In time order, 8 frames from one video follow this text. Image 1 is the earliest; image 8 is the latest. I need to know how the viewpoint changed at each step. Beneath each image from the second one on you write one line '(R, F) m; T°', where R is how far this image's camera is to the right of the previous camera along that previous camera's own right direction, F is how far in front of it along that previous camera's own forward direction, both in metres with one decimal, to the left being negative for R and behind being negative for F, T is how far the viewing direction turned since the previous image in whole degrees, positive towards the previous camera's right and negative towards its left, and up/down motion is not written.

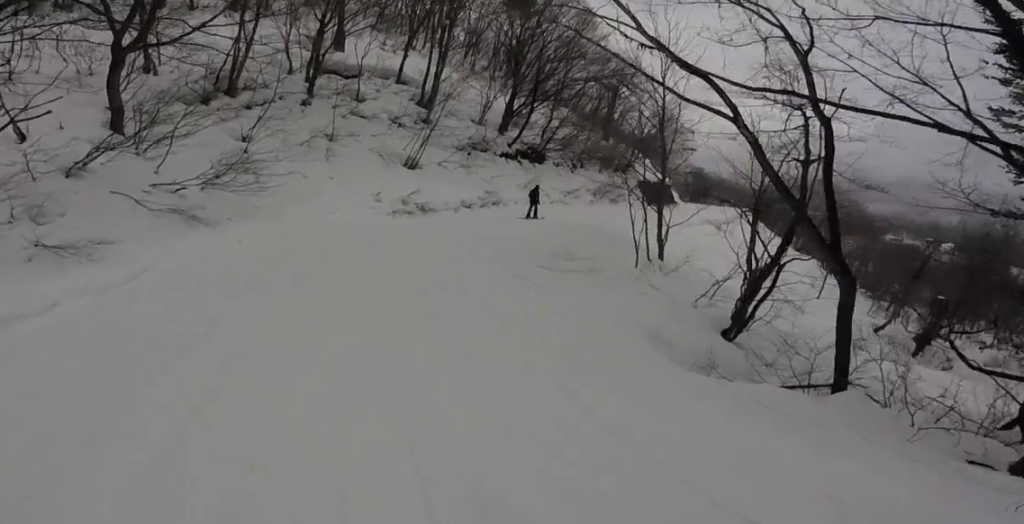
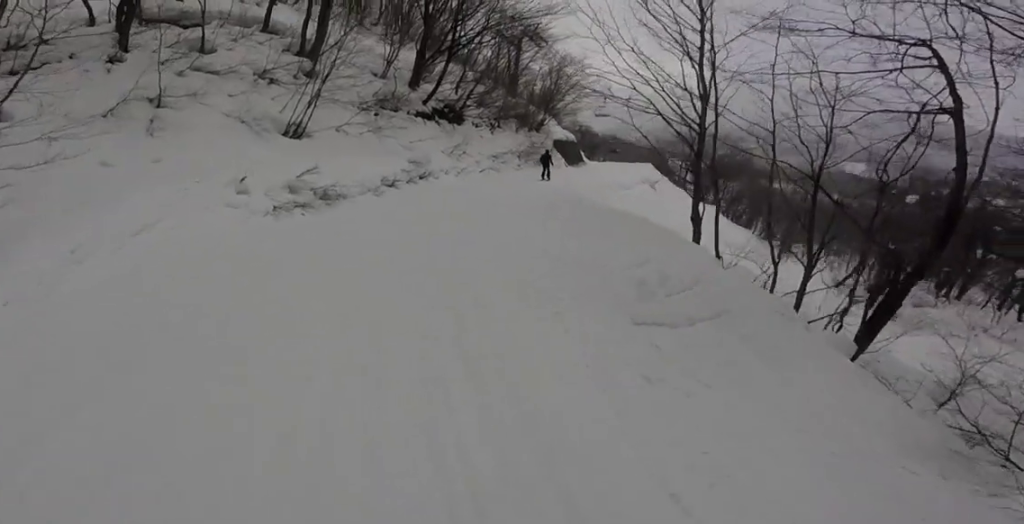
(+0.1, +8.5) m; +5°
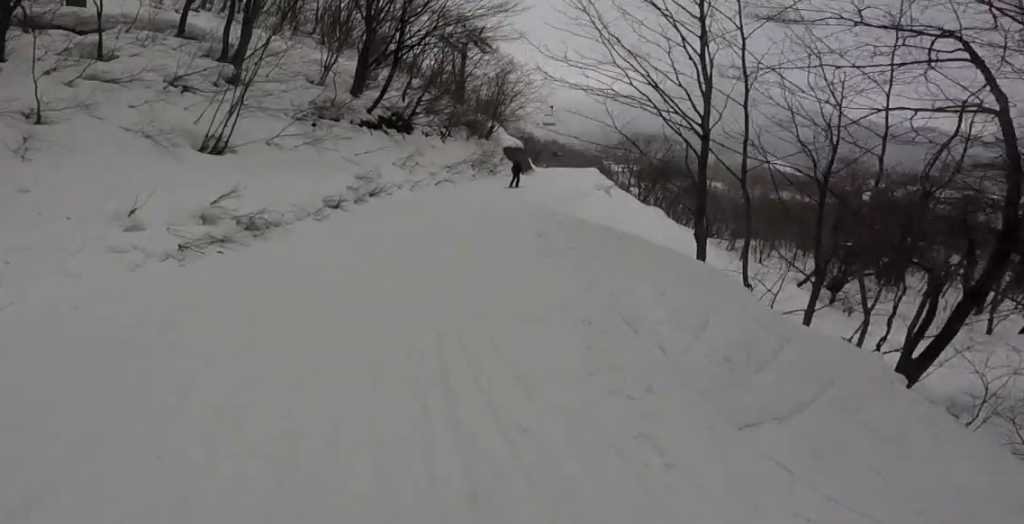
(-0.1, +2.8) m; +5°
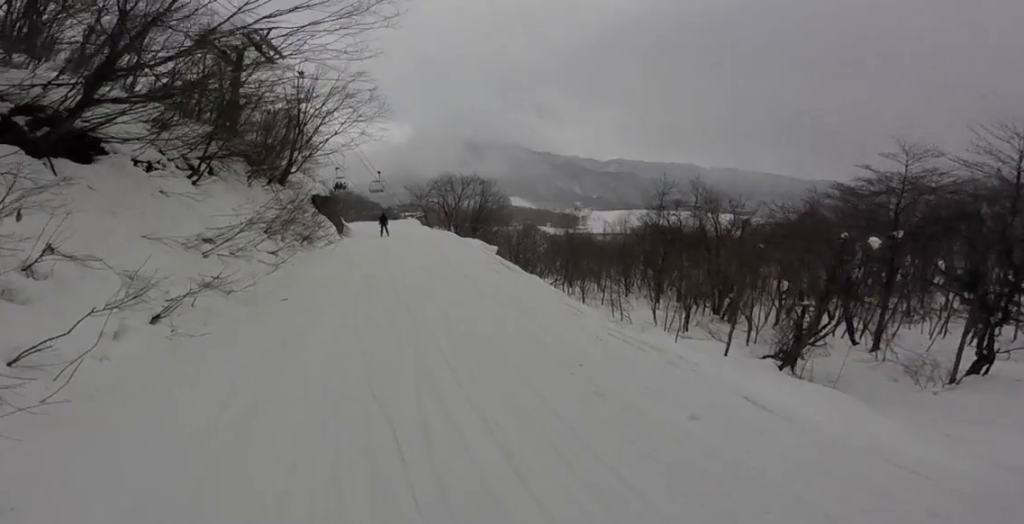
(+2.5, +18.9) m; +14°
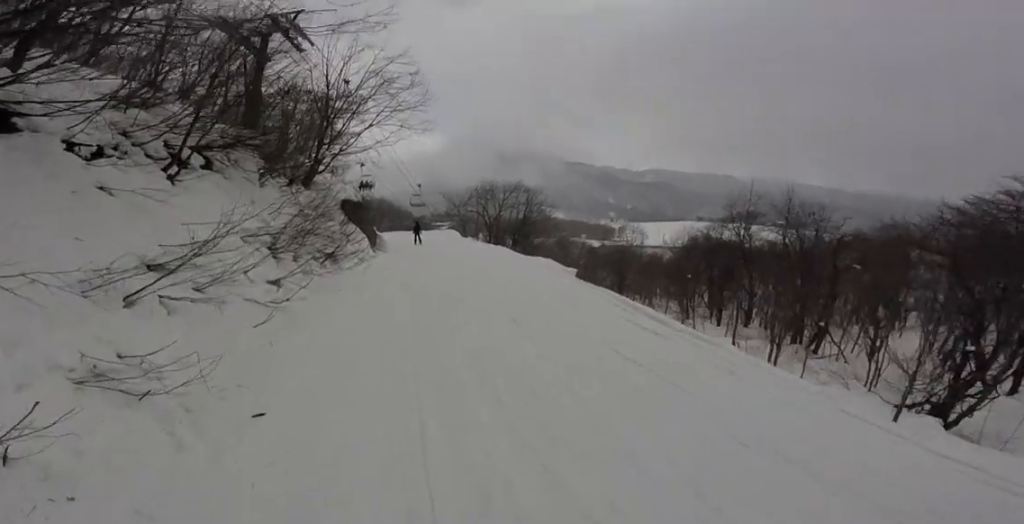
(+0.1, +6.1) m; 0°
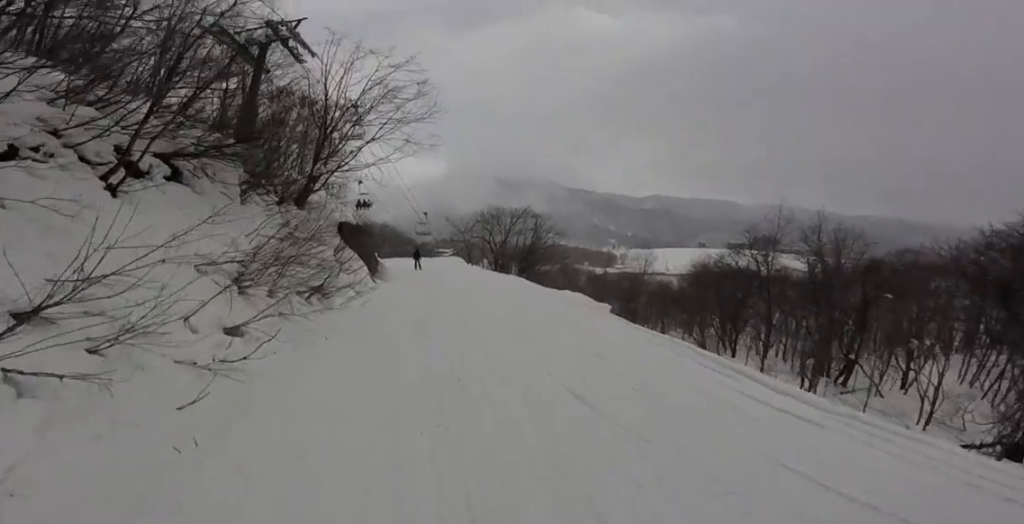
(-0.1, +3.1) m; -1°
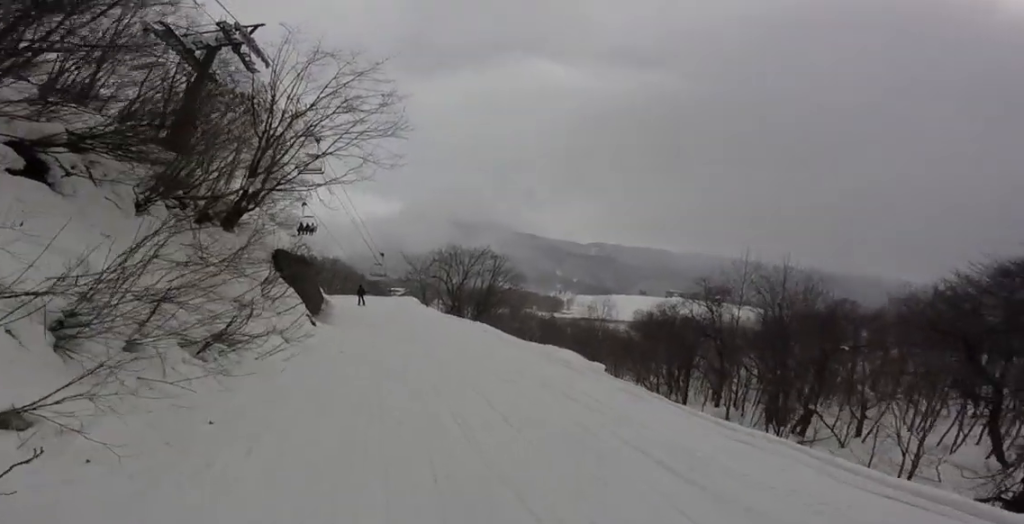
(0.0, +3.6) m; +2°
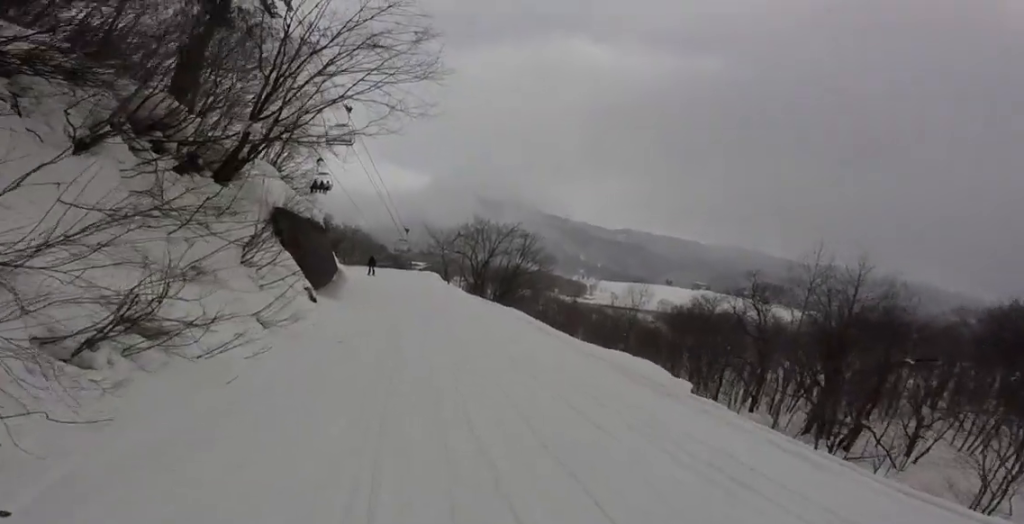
(0.0, +3.4) m; +2°
